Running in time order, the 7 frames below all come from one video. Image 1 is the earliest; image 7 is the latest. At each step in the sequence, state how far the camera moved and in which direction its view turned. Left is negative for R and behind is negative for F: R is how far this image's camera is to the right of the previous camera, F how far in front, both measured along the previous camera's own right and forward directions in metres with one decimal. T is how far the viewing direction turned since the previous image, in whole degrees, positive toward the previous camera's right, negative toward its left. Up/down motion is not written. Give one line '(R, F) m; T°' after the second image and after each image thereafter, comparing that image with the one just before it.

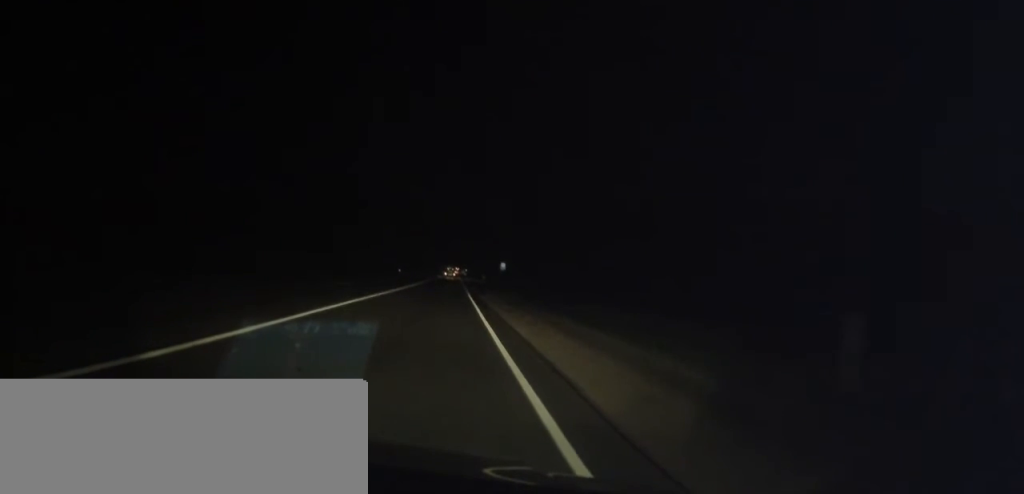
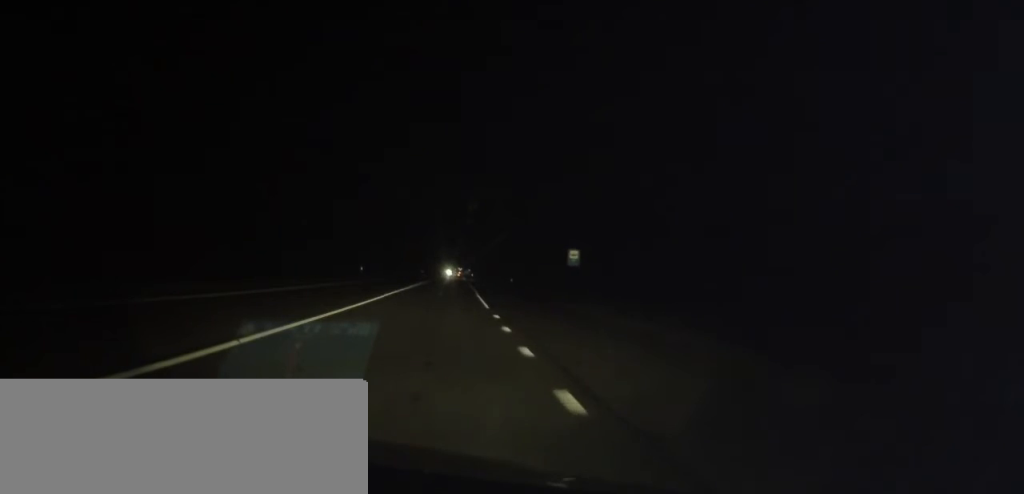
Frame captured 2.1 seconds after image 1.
(+0.1, +46.8) m; 0°
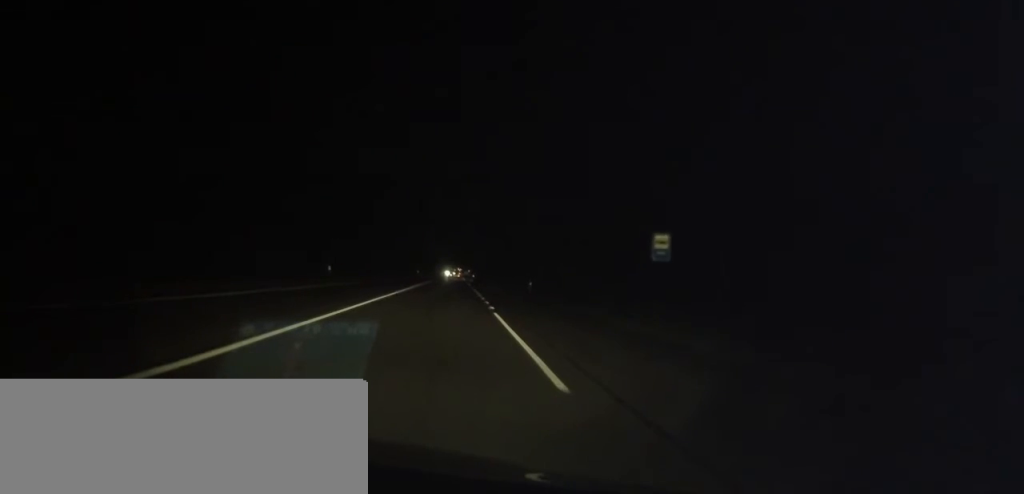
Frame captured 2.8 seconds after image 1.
(+0.1, +15.4) m; -1°
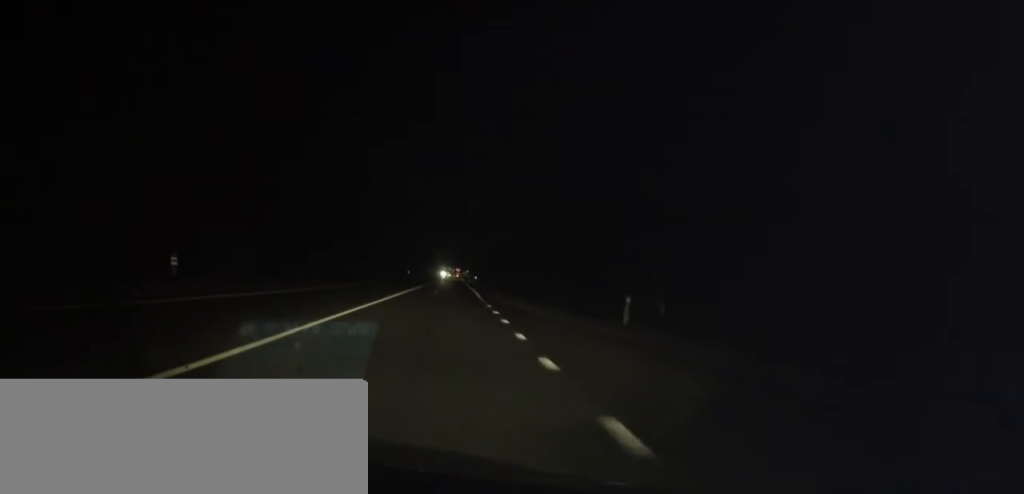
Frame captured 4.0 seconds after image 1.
(-0.4, +25.7) m; 0°
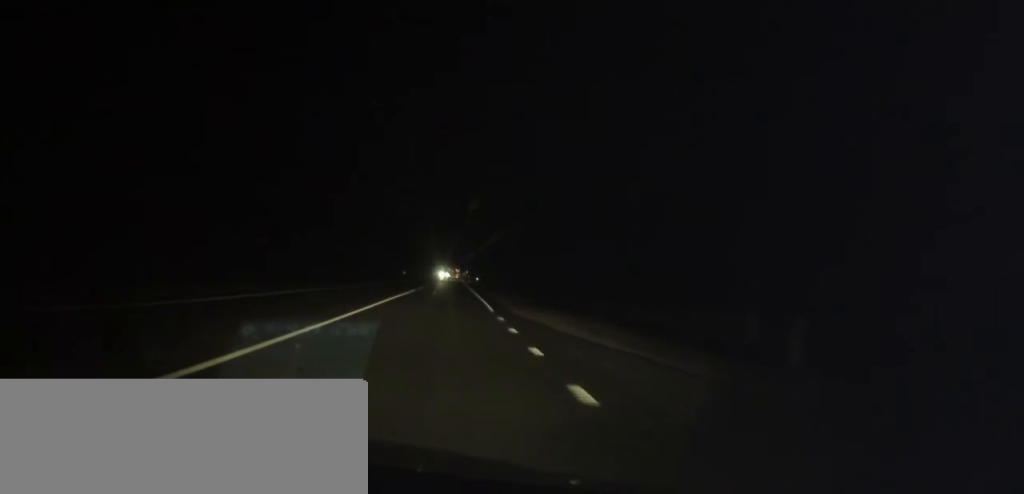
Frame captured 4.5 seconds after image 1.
(+0.2, +10.3) m; +1°
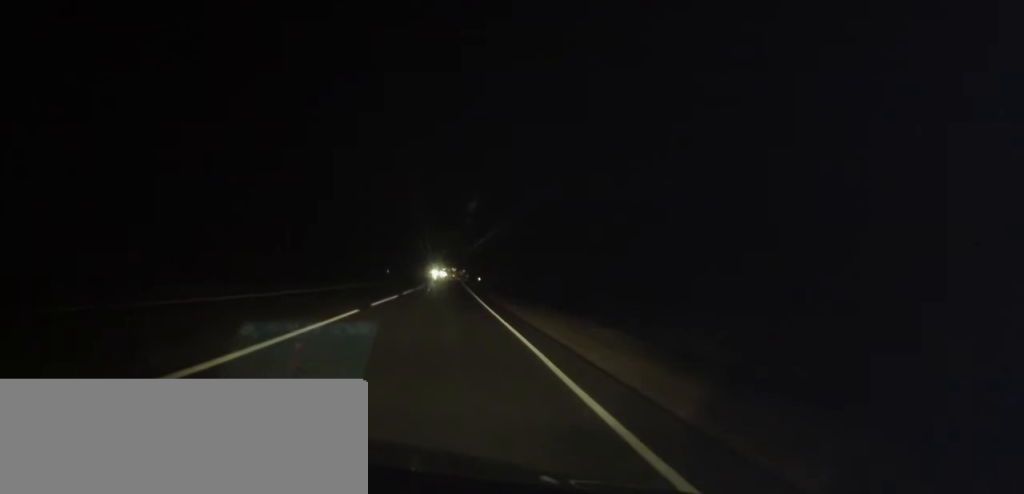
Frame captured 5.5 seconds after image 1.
(+0.2, +22.0) m; 0°
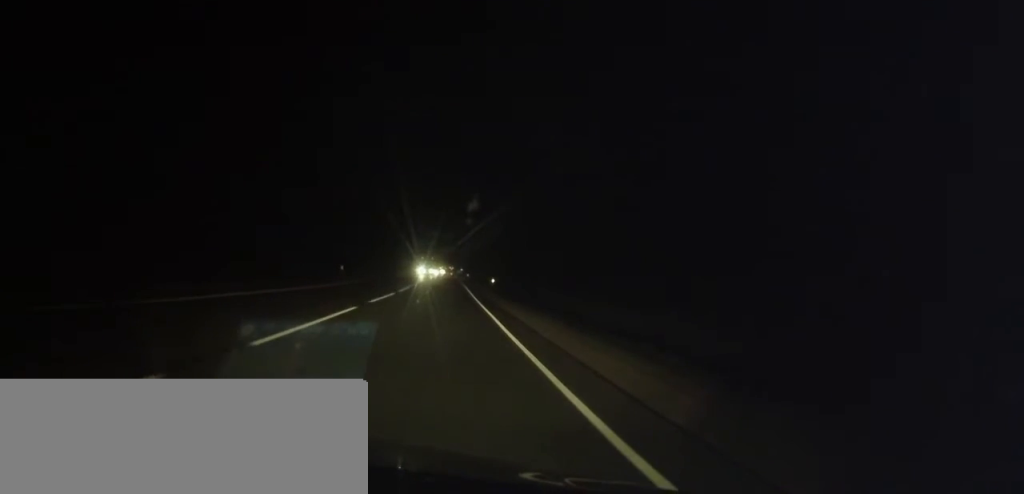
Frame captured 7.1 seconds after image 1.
(0.0, +35.1) m; 0°
